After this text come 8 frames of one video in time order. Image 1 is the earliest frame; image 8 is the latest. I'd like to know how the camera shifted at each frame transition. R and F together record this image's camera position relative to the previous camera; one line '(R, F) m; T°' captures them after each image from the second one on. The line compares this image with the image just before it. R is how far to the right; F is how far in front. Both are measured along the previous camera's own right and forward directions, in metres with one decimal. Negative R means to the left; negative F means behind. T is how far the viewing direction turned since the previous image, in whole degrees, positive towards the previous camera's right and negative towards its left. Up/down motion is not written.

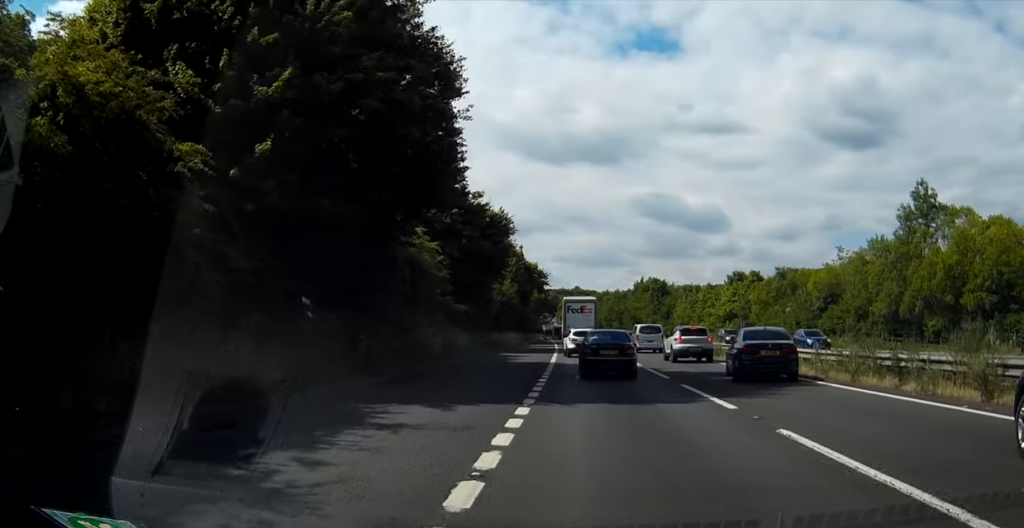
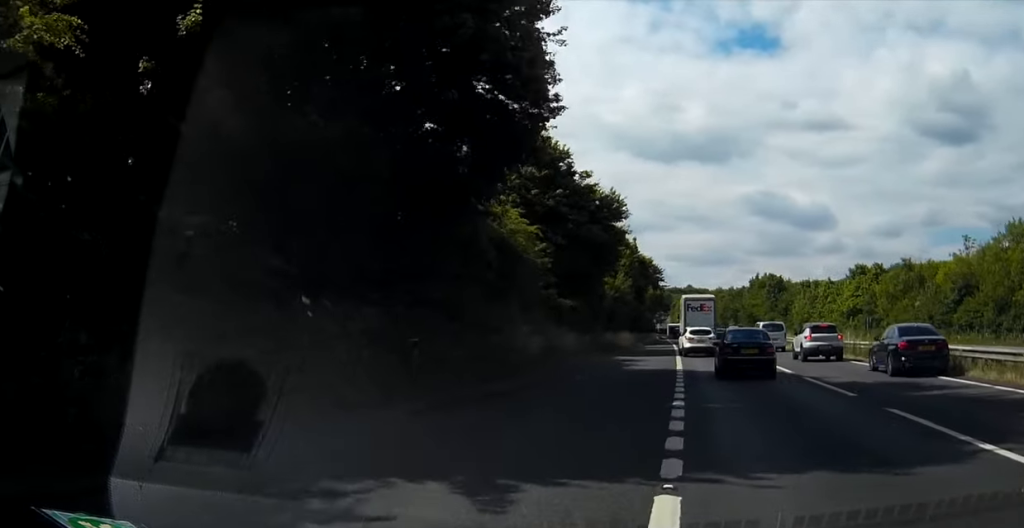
(-0.3, +7.4) m; -5°
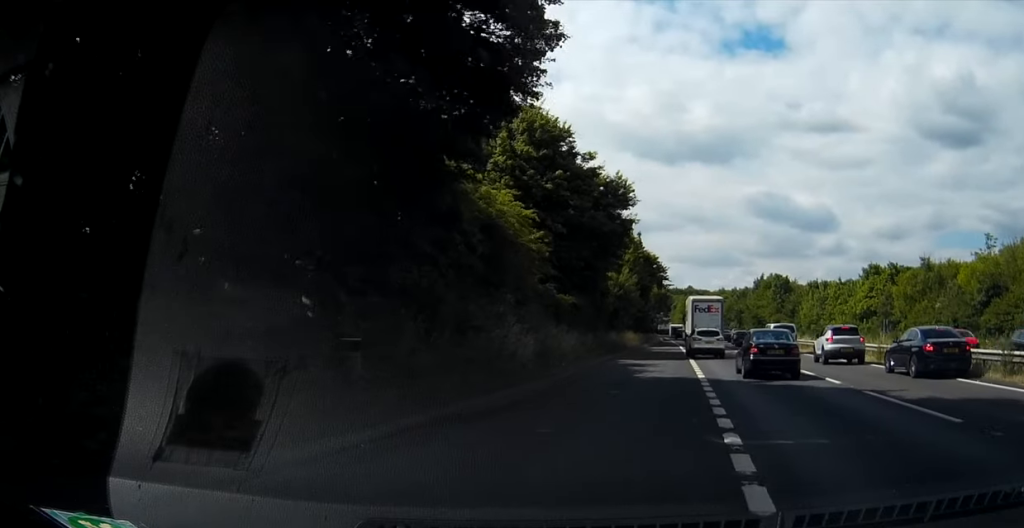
(-0.1, +4.8) m; 0°
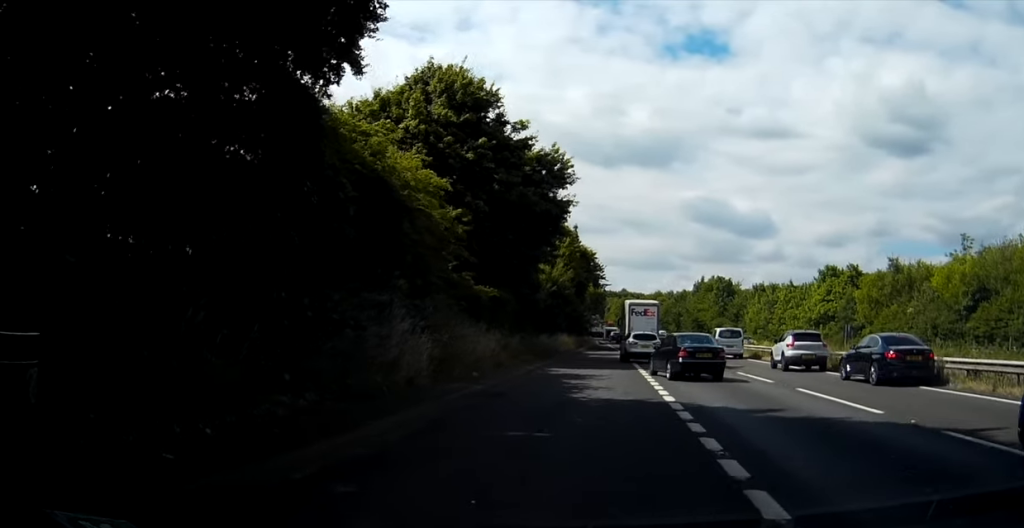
(+0.2, +7.2) m; +3°
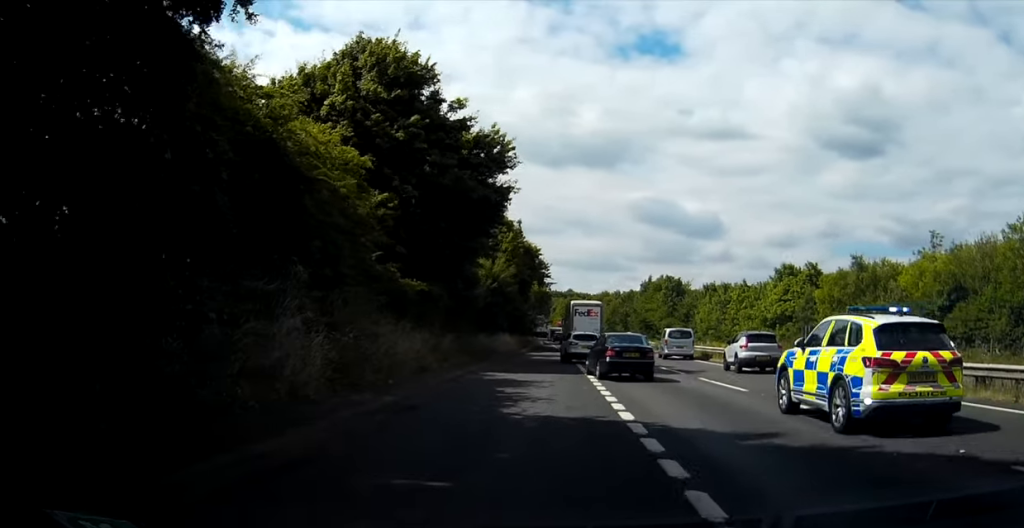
(+0.1, +3.5) m; +3°
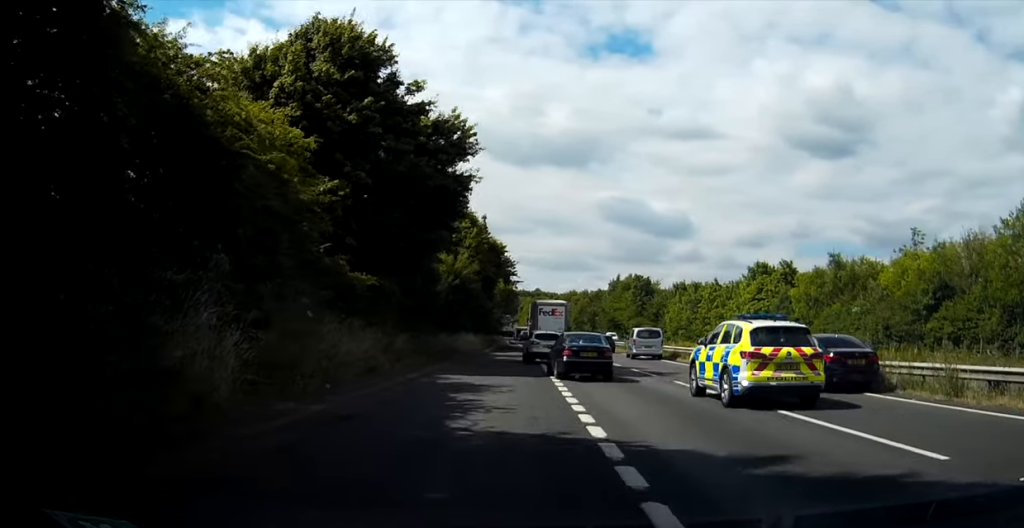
(0.0, +2.0) m; +1°
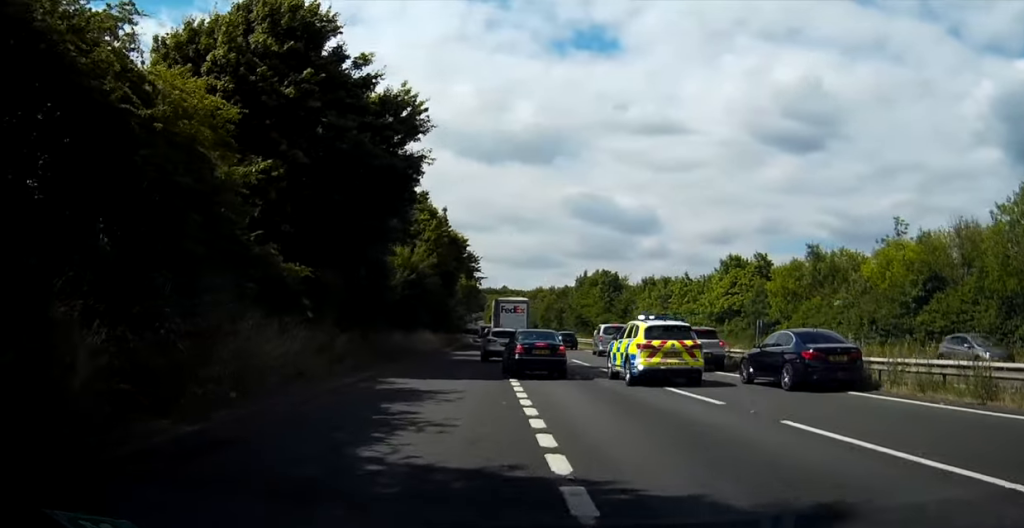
(+0.1, +2.7) m; +1°
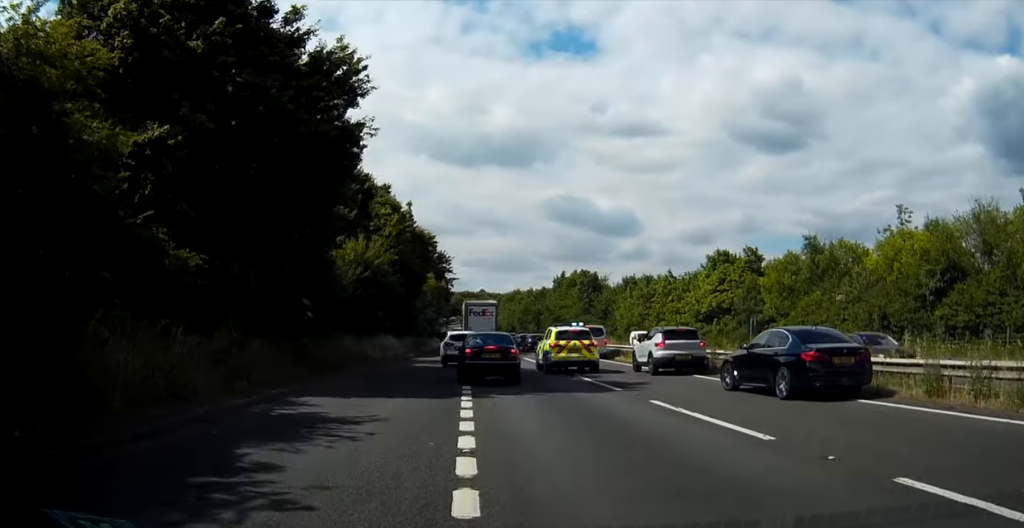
(0.0, +4.6) m; -1°
